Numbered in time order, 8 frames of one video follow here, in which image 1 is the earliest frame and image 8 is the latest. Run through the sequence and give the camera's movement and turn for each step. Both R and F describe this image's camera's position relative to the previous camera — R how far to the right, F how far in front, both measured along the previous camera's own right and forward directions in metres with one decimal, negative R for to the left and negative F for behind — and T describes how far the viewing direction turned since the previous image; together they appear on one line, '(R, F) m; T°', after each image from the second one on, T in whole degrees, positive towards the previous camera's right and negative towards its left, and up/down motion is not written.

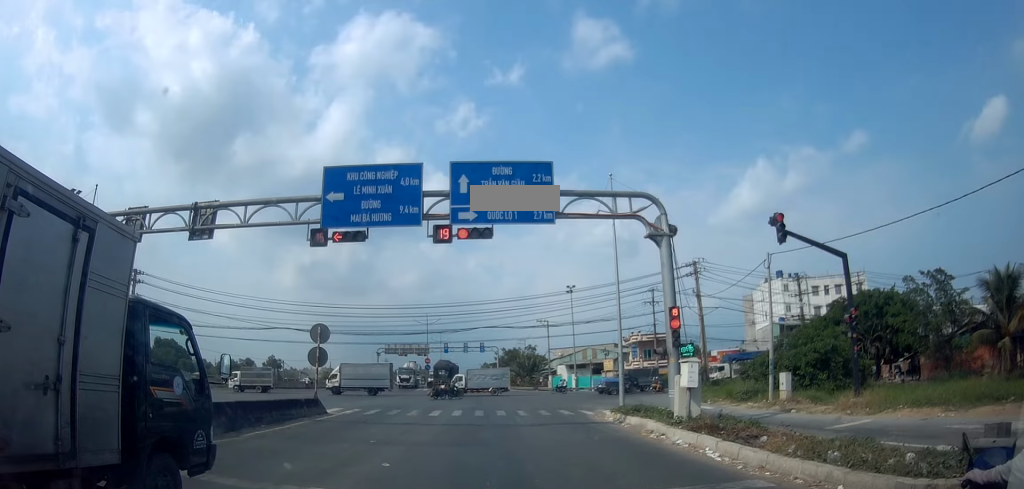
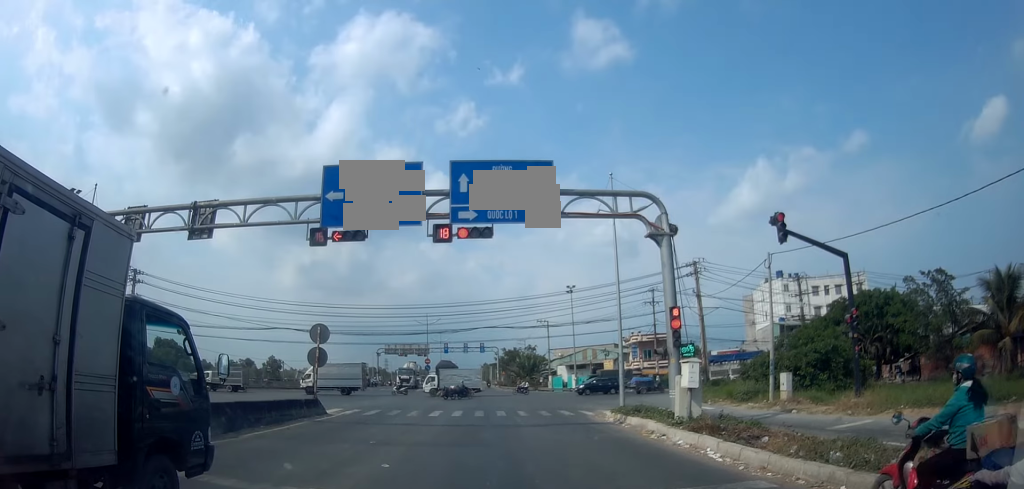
(0.0, 0.0) m; 0°
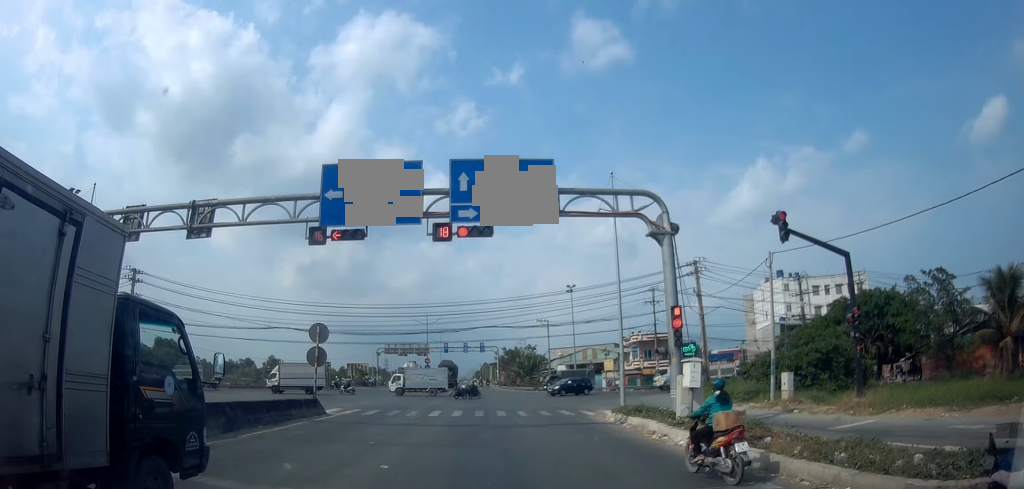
(0.0, 0.0) m; 0°
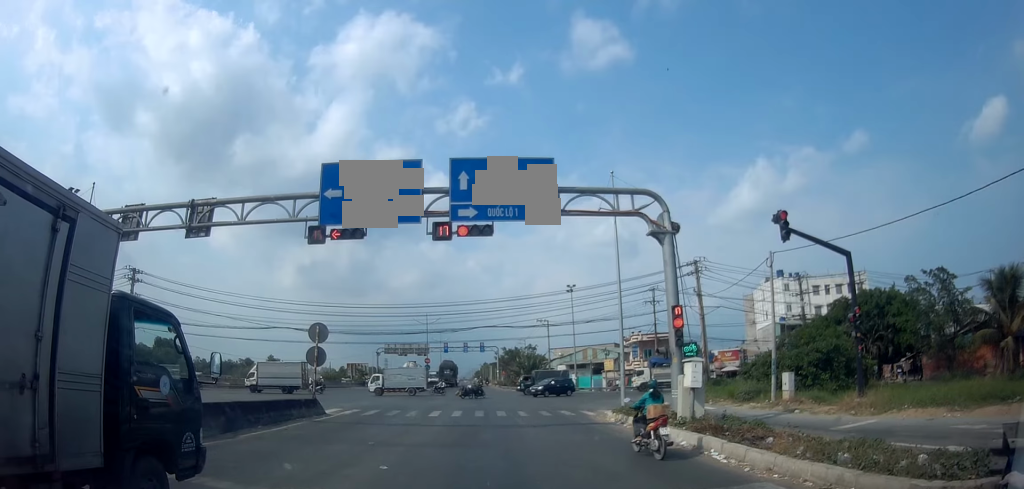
(0.0, 0.0) m; 0°
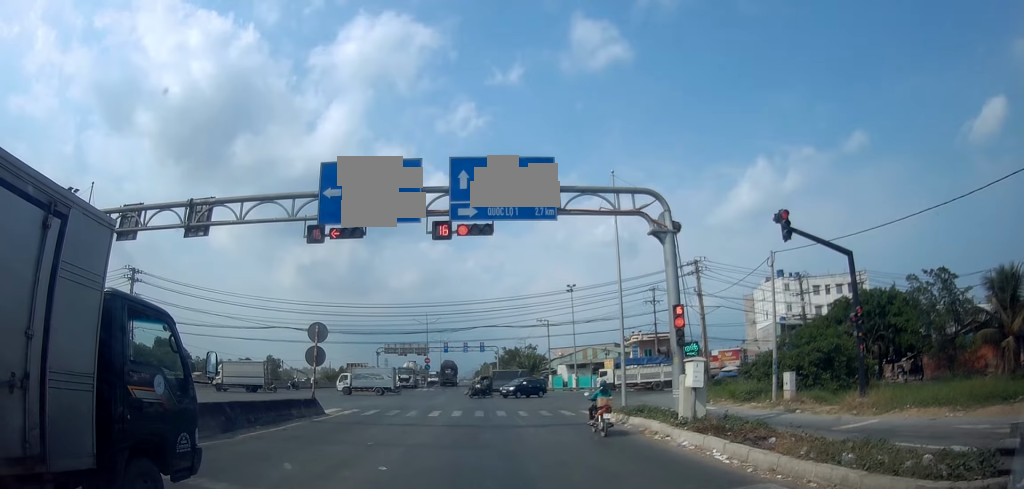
(0.0, 0.0) m; 0°
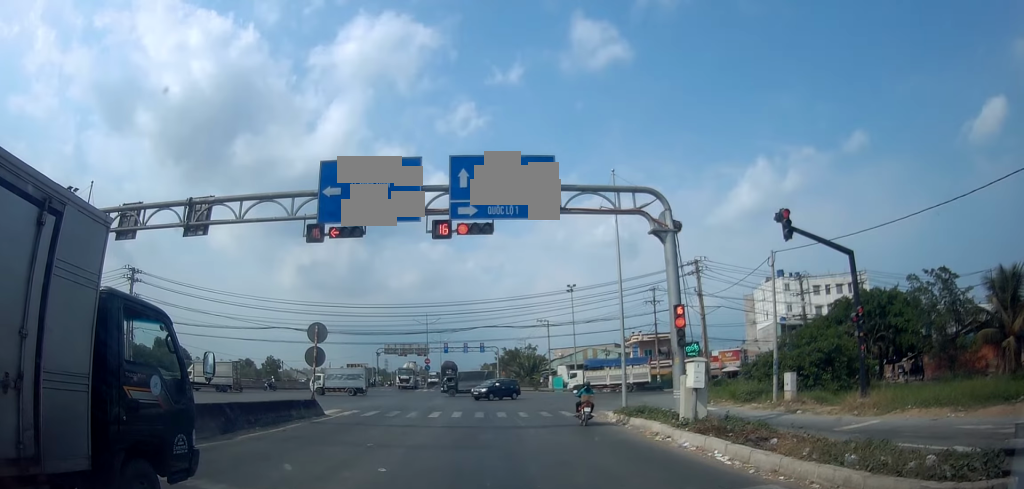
(0.0, 0.0) m; 0°
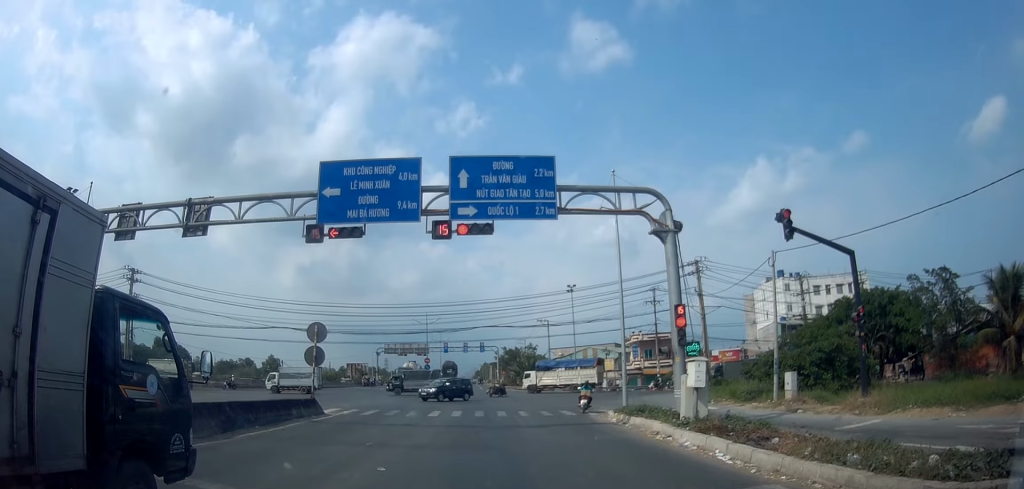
(0.0, 0.0) m; 0°
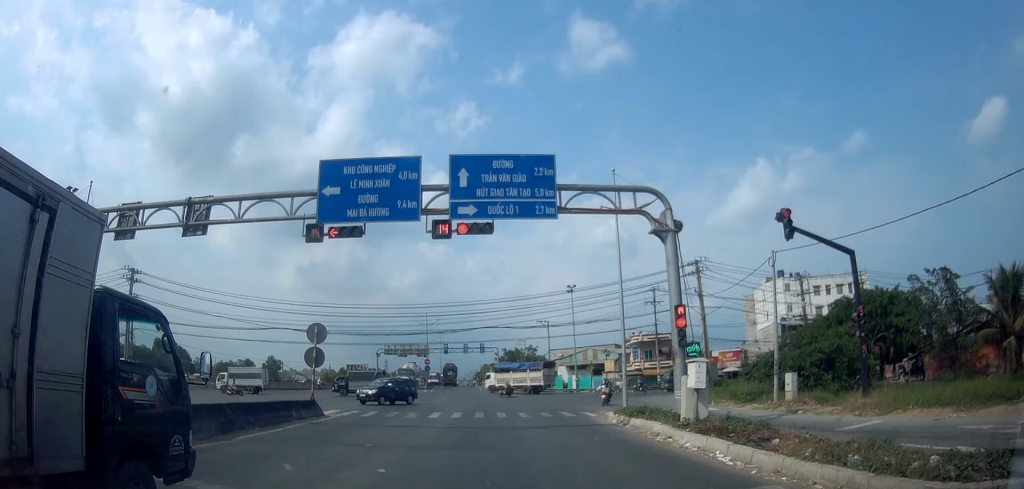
(0.0, 0.0) m; 0°
